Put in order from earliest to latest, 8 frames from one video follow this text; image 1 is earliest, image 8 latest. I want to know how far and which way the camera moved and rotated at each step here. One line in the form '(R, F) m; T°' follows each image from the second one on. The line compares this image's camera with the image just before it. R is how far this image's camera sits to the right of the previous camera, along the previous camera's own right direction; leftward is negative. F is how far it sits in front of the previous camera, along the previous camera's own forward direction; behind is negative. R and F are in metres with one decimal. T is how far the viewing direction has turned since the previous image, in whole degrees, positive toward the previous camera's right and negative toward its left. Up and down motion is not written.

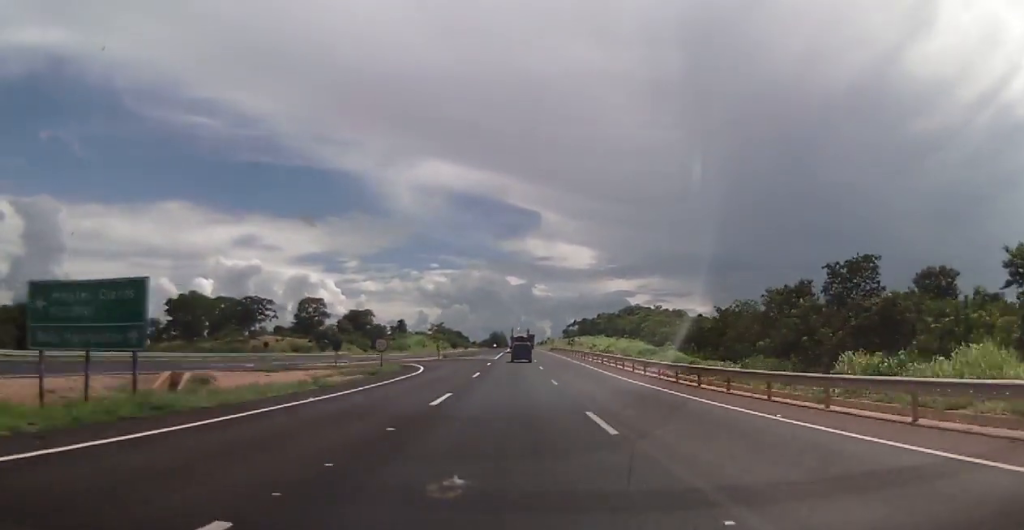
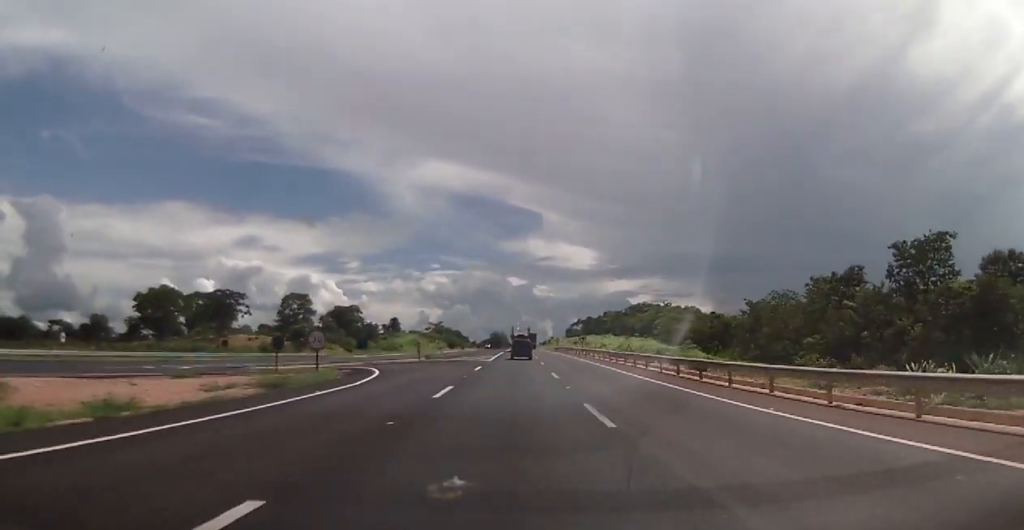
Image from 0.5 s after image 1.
(+0.1, +16.3) m; 0°
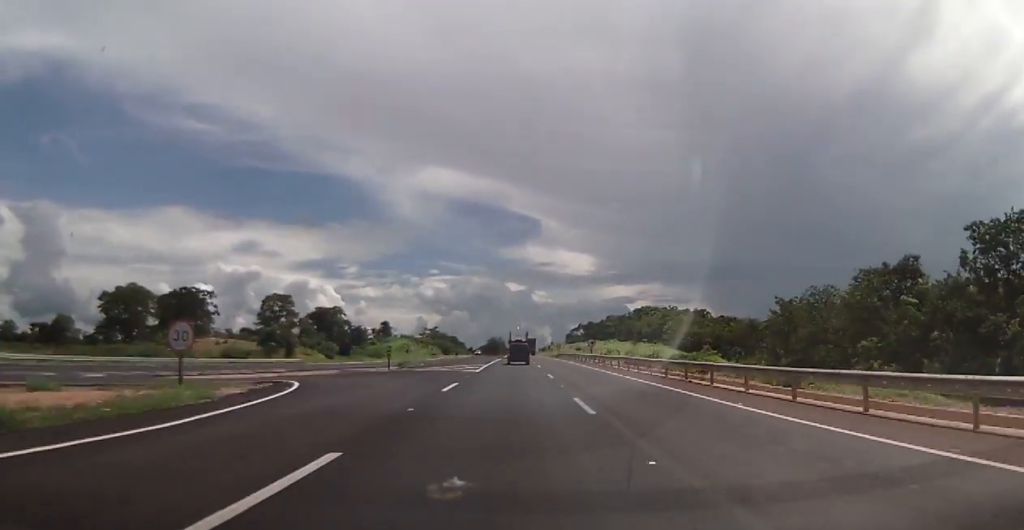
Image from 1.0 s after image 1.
(+0.2, +14.2) m; 0°
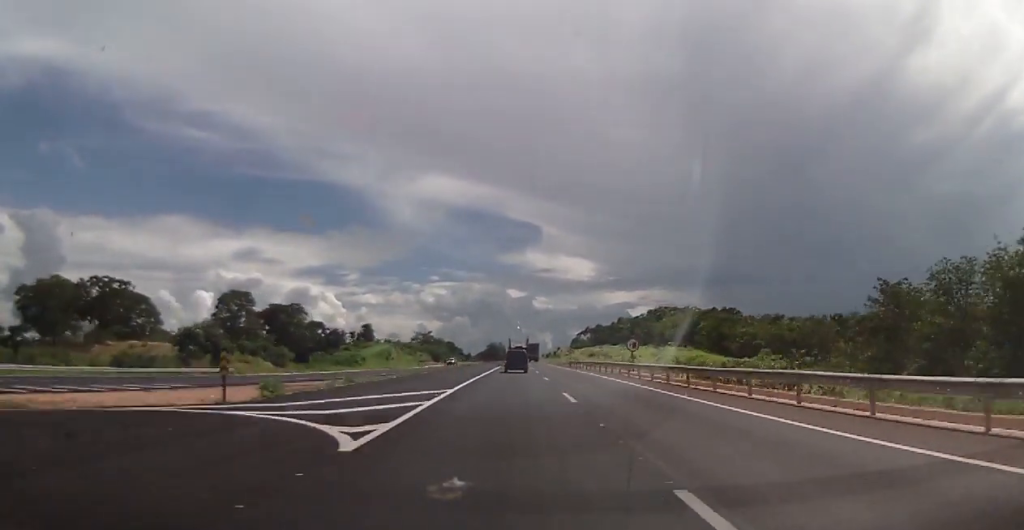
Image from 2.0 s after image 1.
(-0.5, +29.1) m; 0°
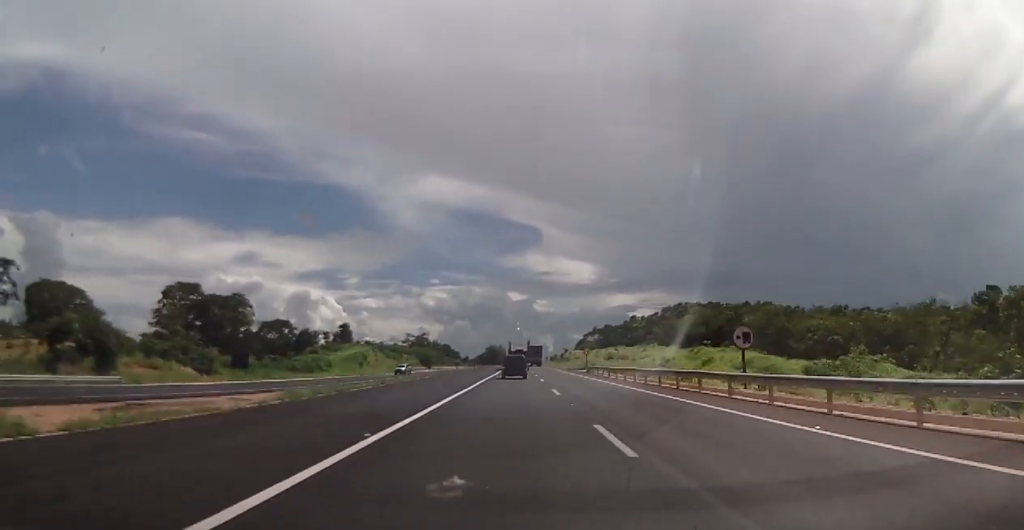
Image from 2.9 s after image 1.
(+0.6, +26.6) m; 0°
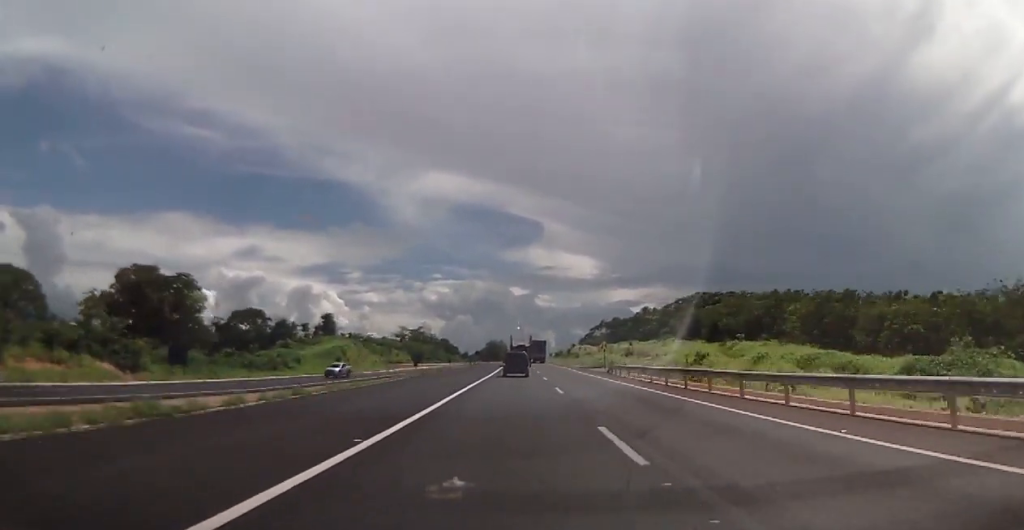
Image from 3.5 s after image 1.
(0.0, +17.4) m; 0°
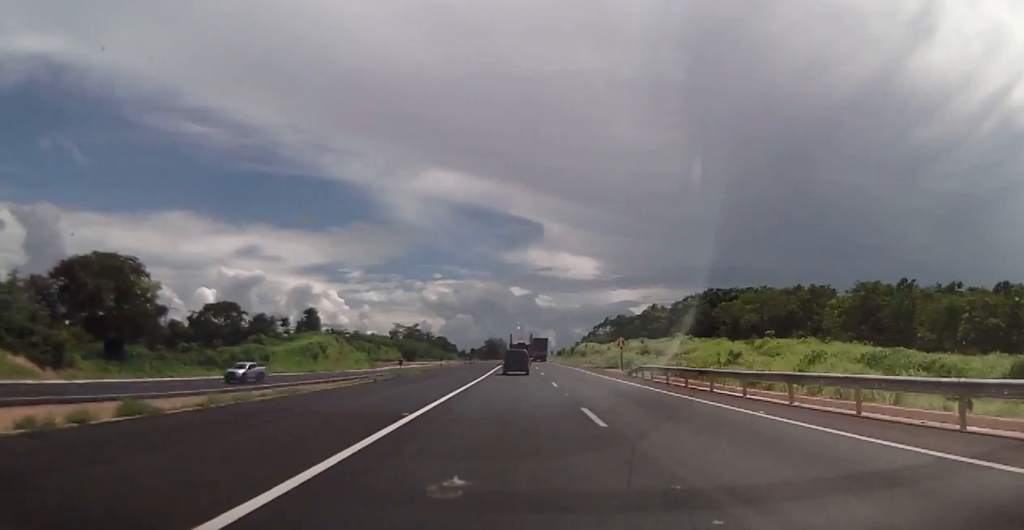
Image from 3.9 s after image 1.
(-0.4, +12.5) m; 0°
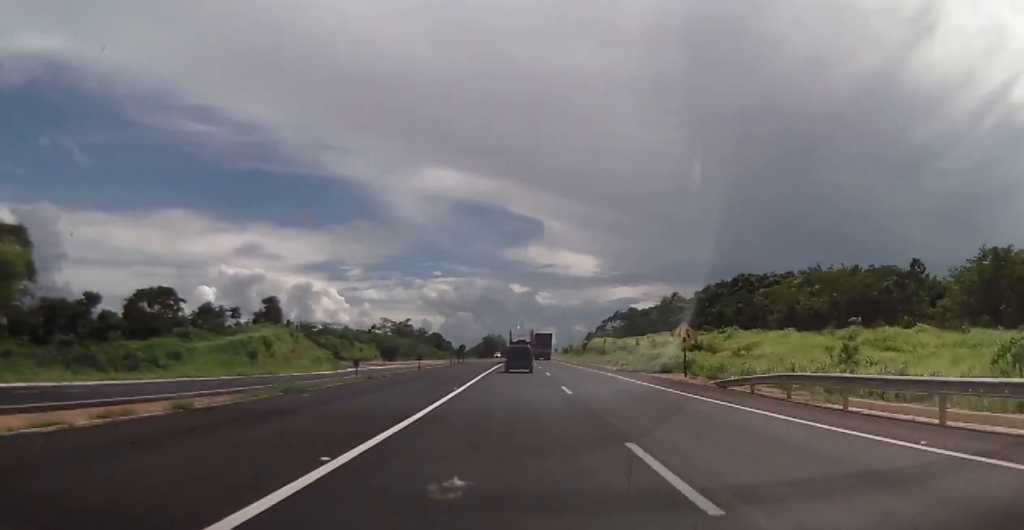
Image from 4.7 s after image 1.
(+0.1, +23.8) m; 0°
